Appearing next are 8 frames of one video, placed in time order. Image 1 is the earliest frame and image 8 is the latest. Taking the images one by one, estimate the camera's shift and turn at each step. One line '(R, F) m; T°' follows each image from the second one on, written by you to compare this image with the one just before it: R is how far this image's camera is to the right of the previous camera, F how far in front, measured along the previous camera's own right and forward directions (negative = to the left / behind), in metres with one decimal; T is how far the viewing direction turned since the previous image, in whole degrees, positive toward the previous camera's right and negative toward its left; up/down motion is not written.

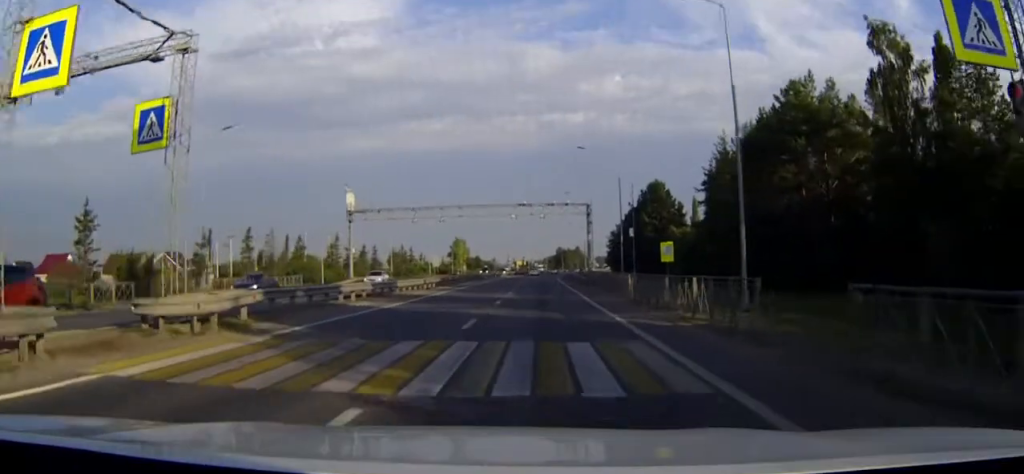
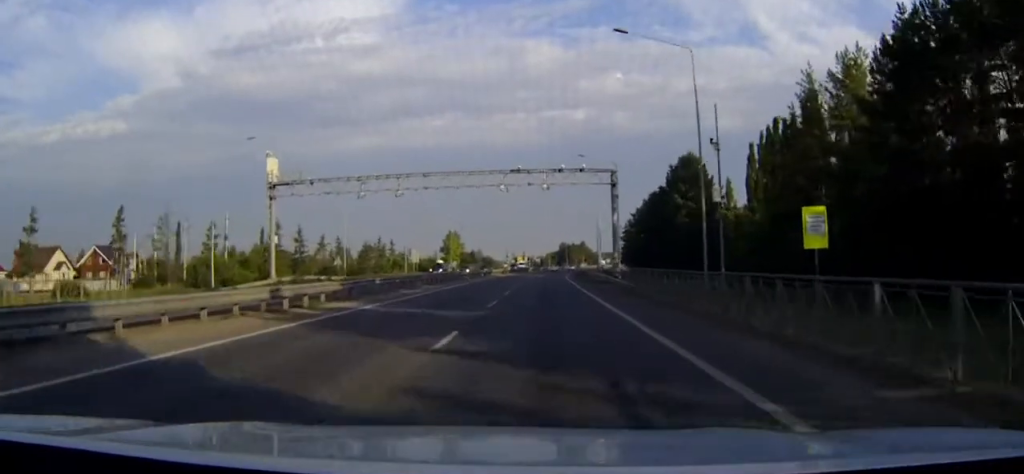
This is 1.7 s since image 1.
(0.0, +28.8) m; 0°
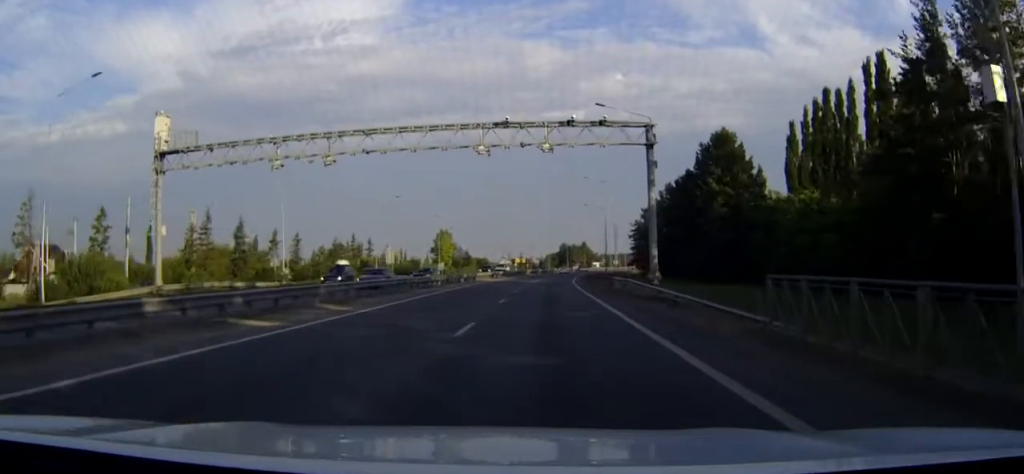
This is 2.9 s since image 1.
(0.0, +21.1) m; 0°
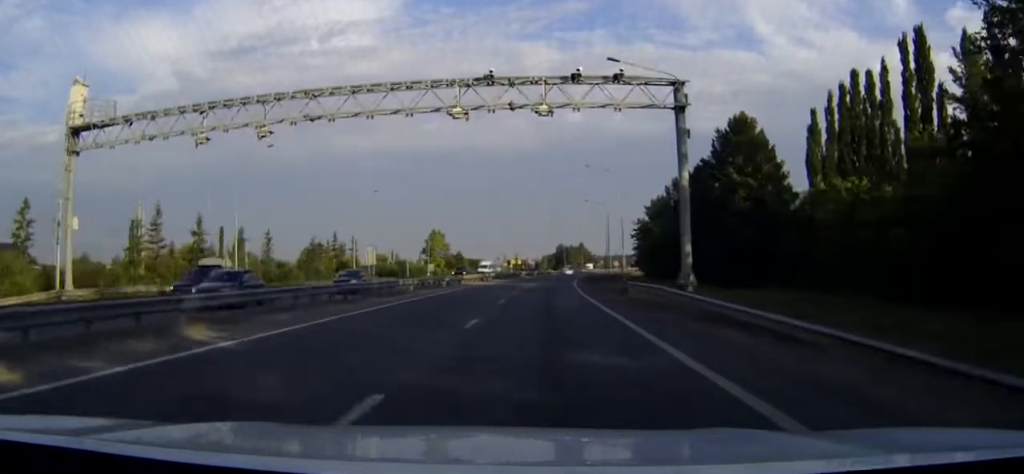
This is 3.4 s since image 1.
(0.0, +10.0) m; +1°
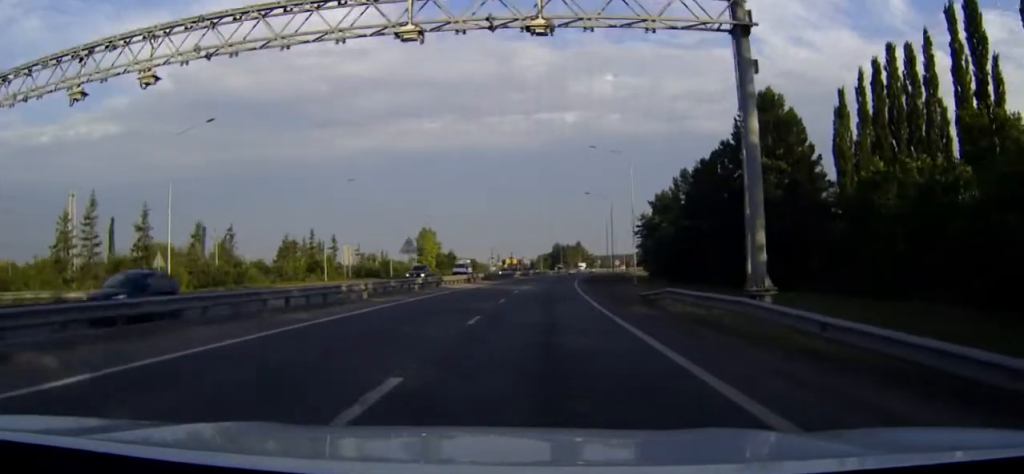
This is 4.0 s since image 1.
(+0.1, +10.7) m; +1°
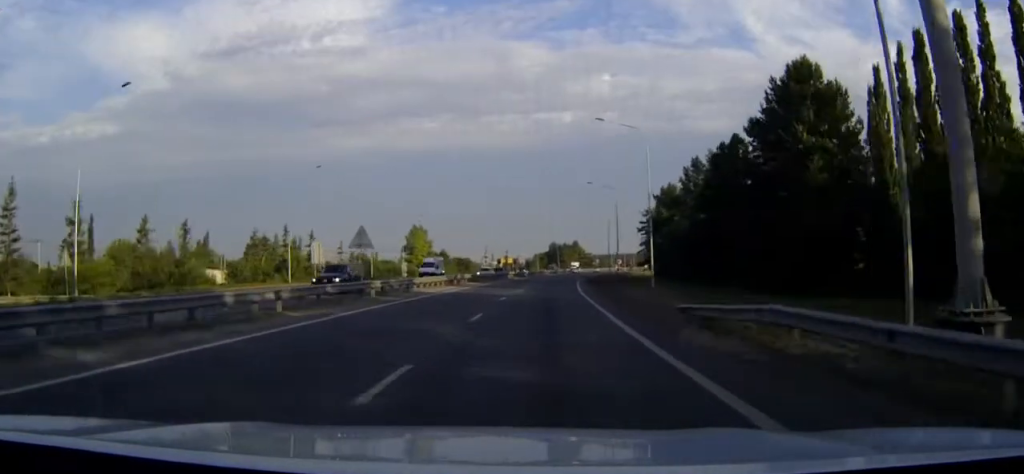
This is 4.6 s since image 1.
(+0.1, +10.7) m; +1°
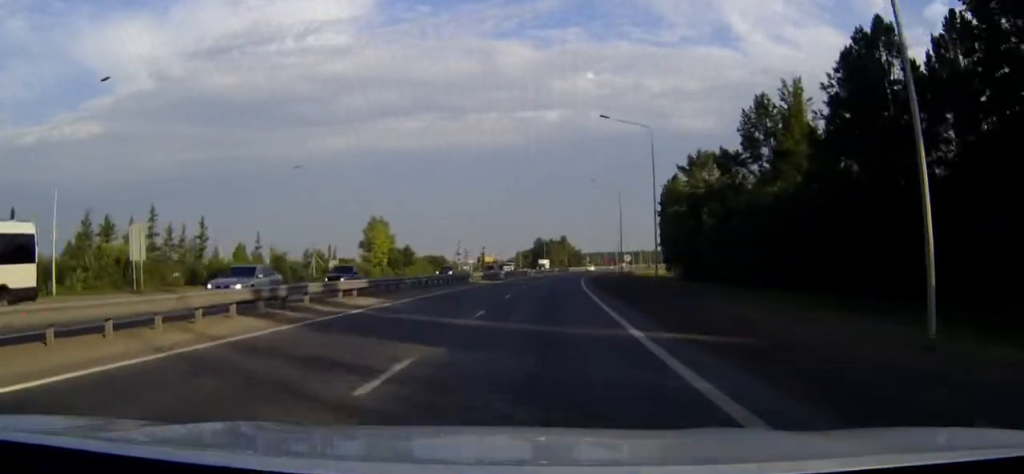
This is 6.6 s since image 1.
(0.0, +35.5) m; 0°
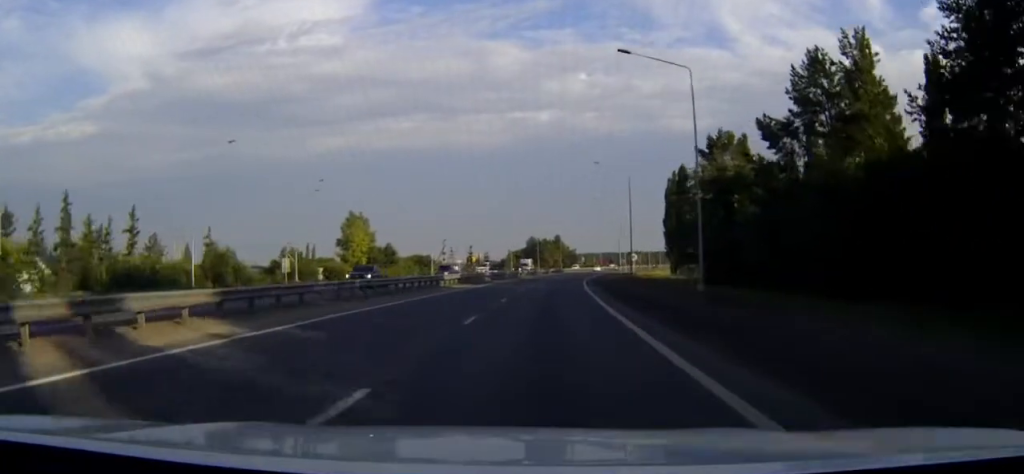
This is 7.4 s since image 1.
(0.0, +14.7) m; 0°
